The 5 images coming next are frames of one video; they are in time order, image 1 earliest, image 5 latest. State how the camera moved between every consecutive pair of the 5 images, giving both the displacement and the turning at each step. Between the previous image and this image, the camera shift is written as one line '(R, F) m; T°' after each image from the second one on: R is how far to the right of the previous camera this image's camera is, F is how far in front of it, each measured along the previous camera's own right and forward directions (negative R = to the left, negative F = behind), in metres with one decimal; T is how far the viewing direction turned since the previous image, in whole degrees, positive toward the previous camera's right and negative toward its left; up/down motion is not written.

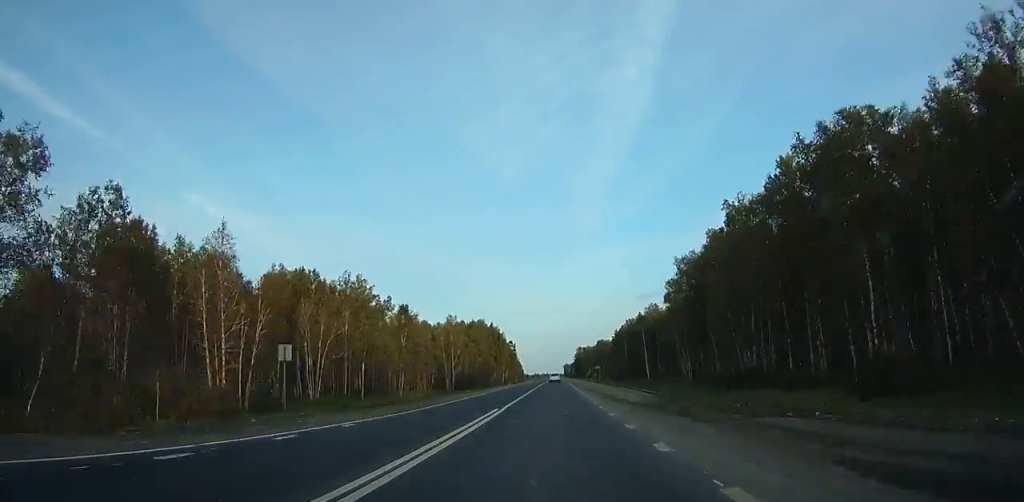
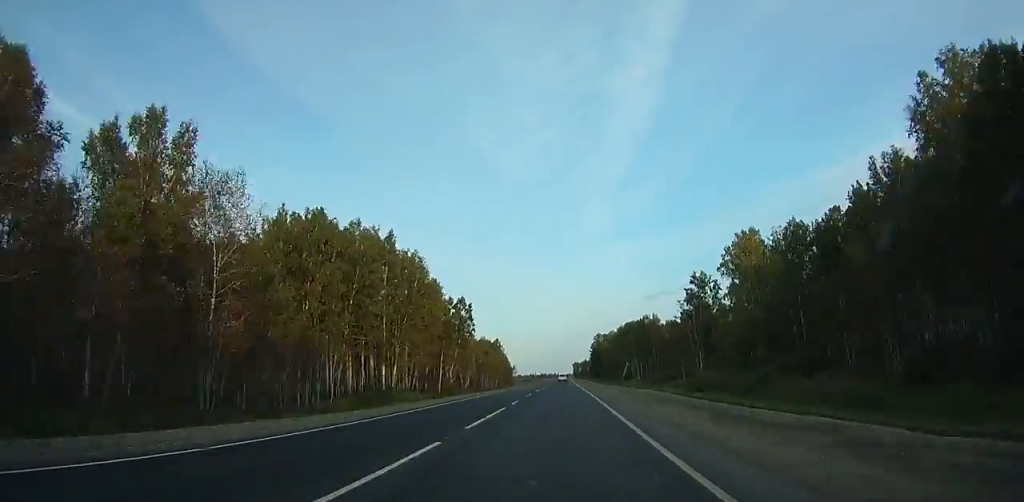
(-0.5, +146.3) m; 0°
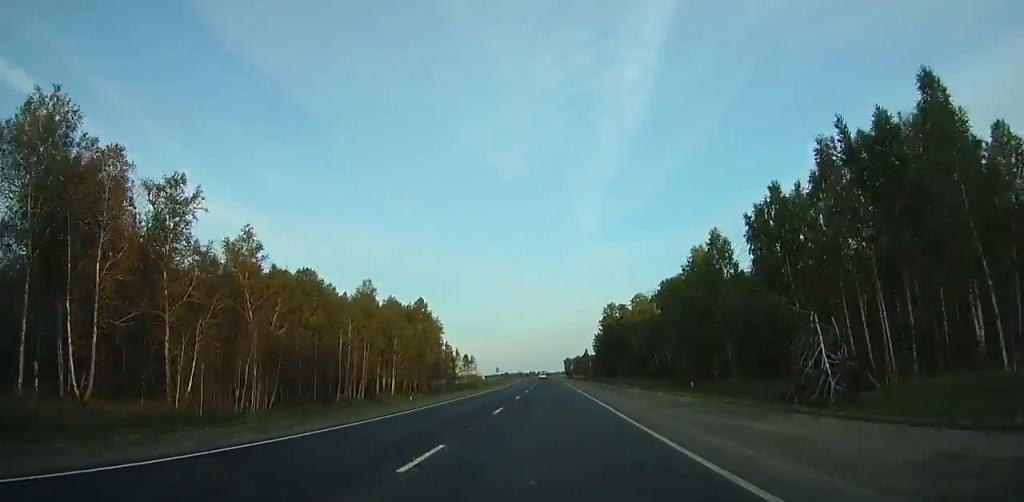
(+0.5, +125.8) m; +1°
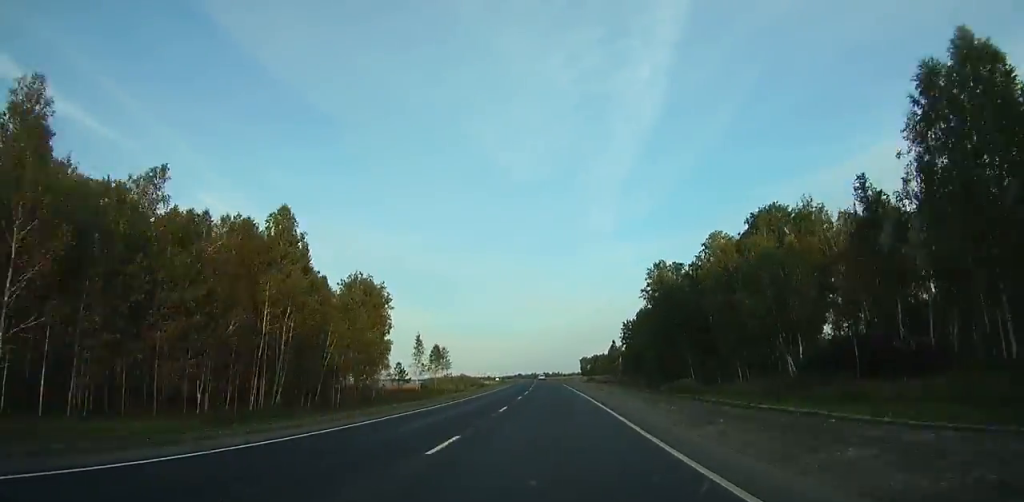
(+0.2, +72.6) m; 0°
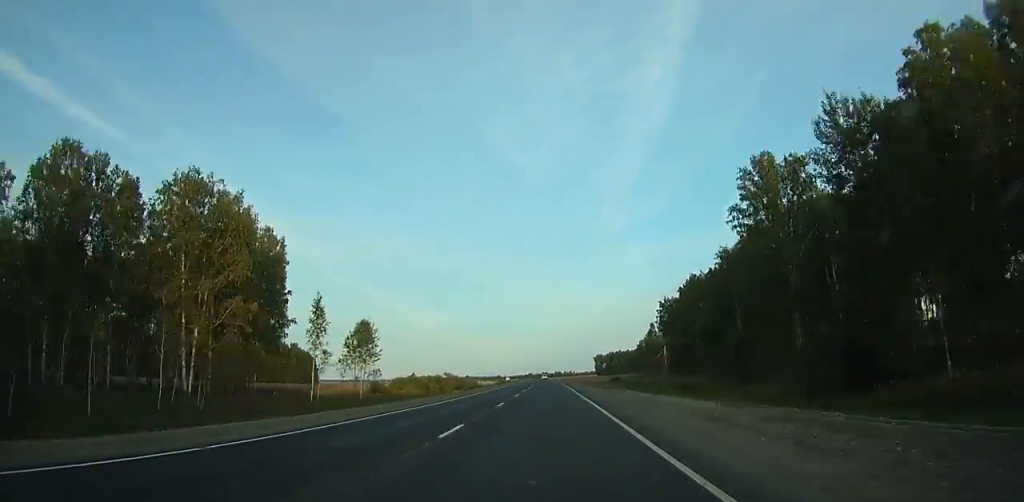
(-0.1, +59.7) m; -1°
